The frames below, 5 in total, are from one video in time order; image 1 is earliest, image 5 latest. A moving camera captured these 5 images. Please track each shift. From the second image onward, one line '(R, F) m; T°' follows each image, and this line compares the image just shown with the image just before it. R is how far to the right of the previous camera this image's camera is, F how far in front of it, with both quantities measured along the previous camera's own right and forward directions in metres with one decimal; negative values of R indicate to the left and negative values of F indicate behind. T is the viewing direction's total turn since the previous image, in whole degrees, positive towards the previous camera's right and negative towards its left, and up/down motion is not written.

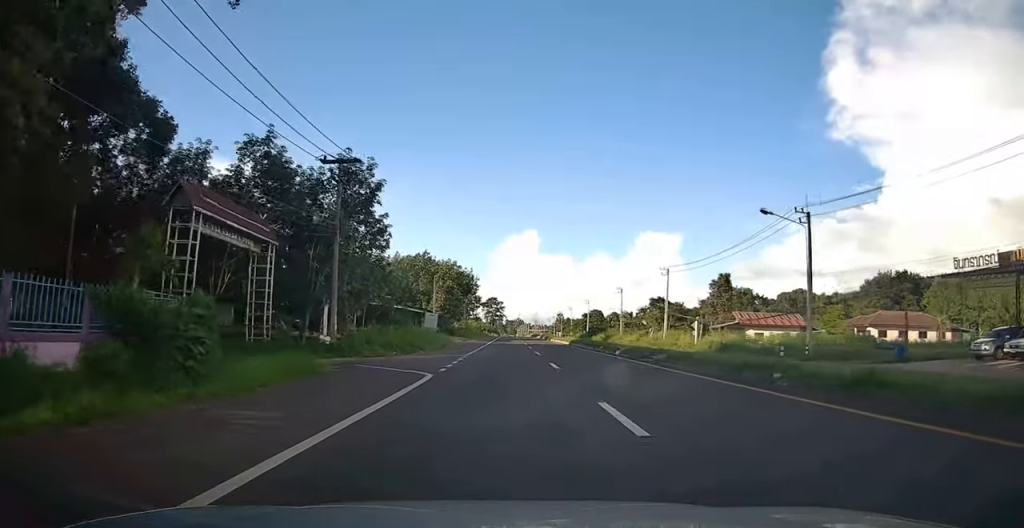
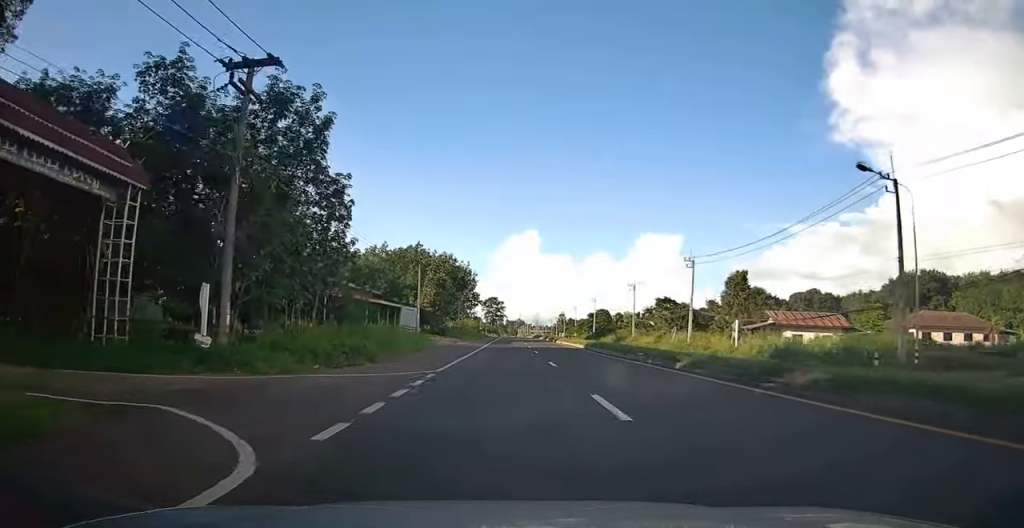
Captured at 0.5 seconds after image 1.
(+0.2, +11.1) m; 0°
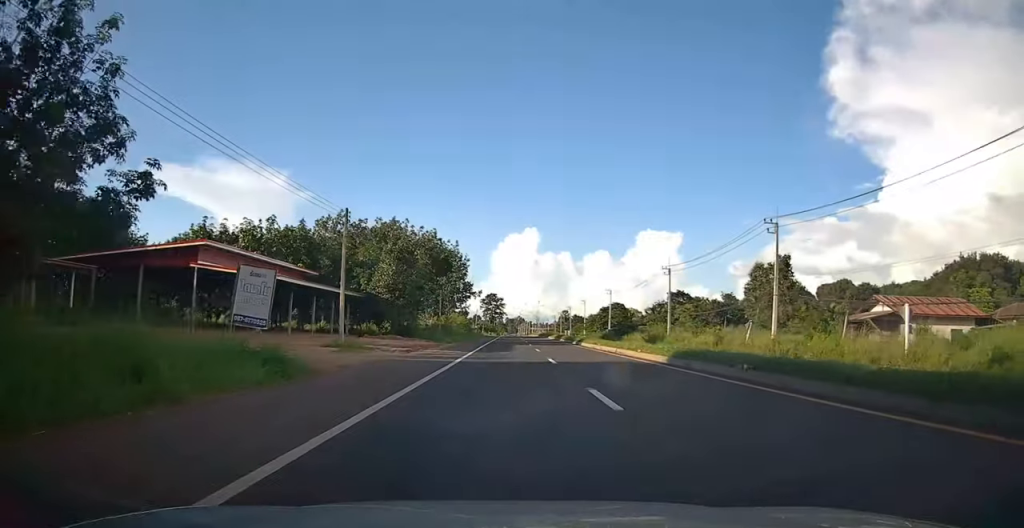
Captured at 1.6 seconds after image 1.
(-0.8, +23.4) m; -2°
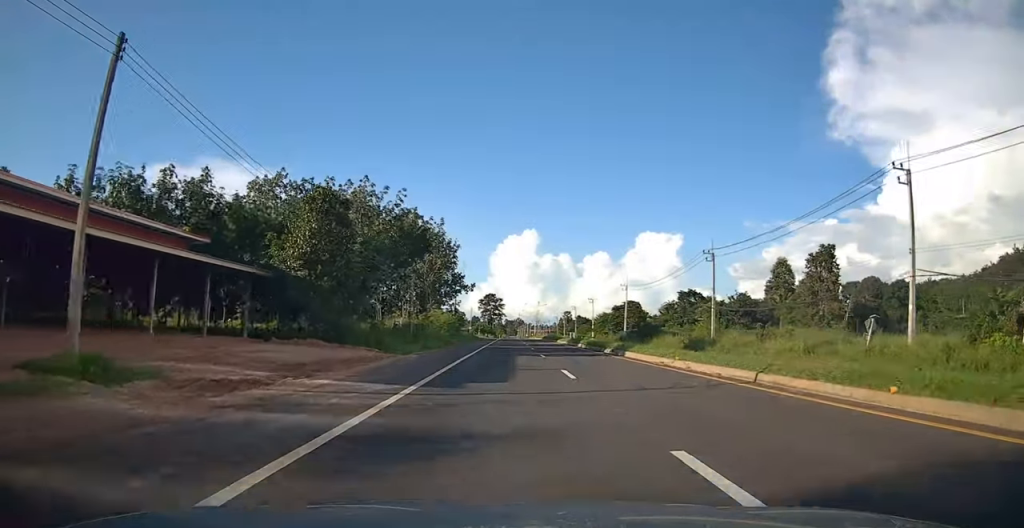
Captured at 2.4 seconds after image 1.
(-0.1, +18.3) m; +2°
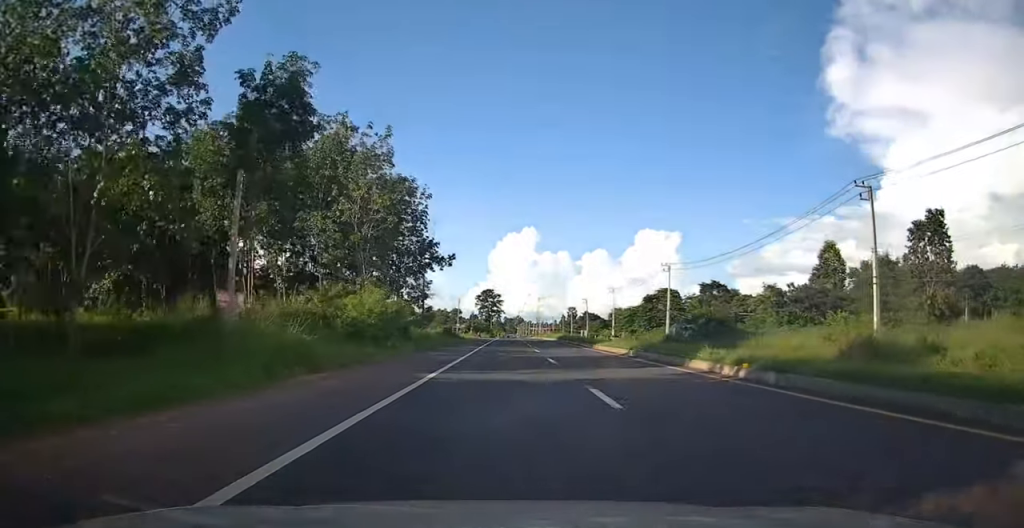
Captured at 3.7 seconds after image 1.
(+0.6, +30.2) m; -1°
